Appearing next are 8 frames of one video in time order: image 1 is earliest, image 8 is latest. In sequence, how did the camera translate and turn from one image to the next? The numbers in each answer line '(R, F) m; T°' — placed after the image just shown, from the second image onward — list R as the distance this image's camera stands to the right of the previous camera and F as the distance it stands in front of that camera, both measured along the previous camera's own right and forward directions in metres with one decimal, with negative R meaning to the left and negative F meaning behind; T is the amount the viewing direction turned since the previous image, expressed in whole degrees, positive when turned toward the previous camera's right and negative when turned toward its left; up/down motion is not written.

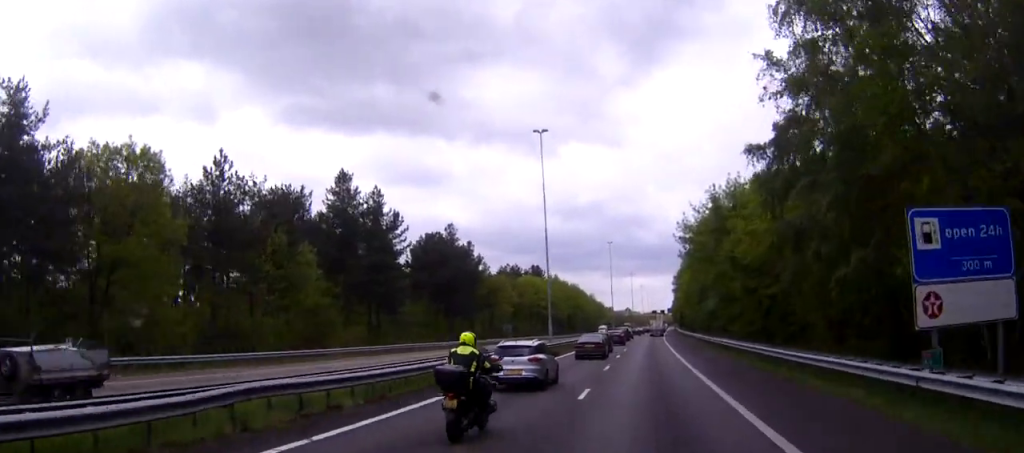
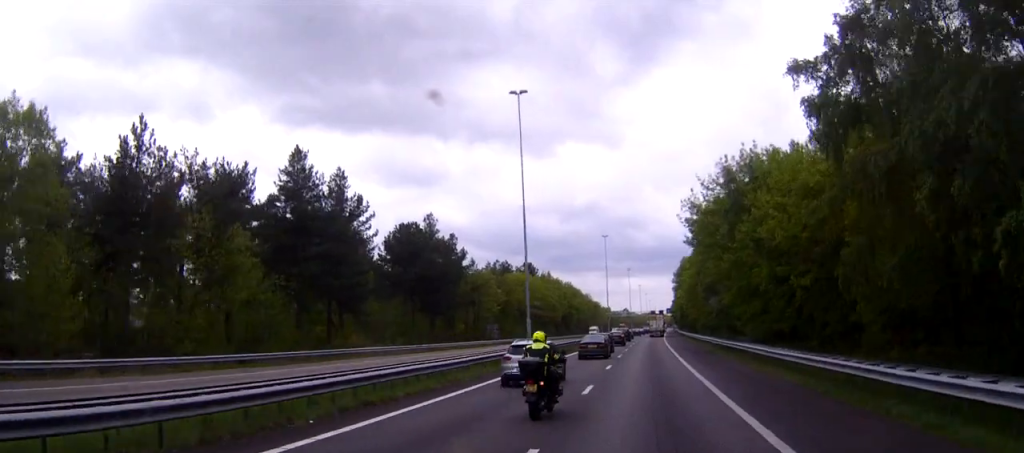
(0.0, +10.4) m; 0°
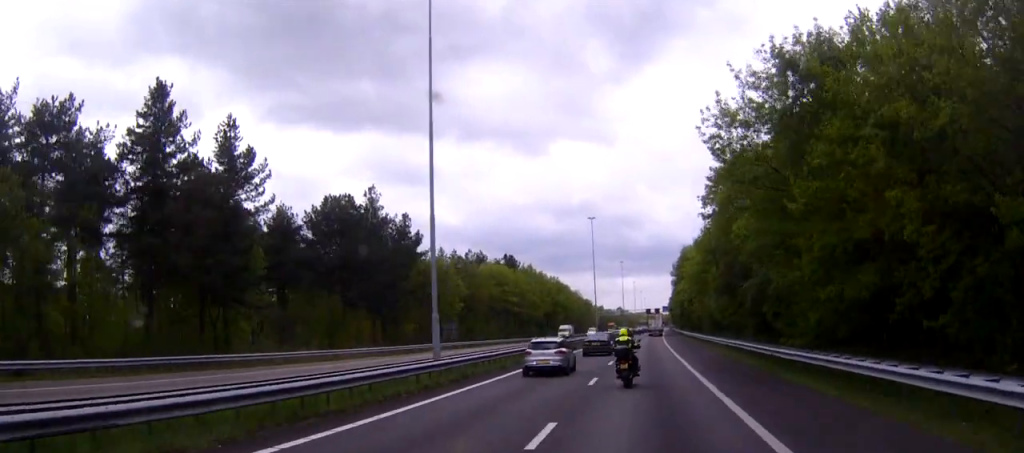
(+0.1, +21.4) m; +1°
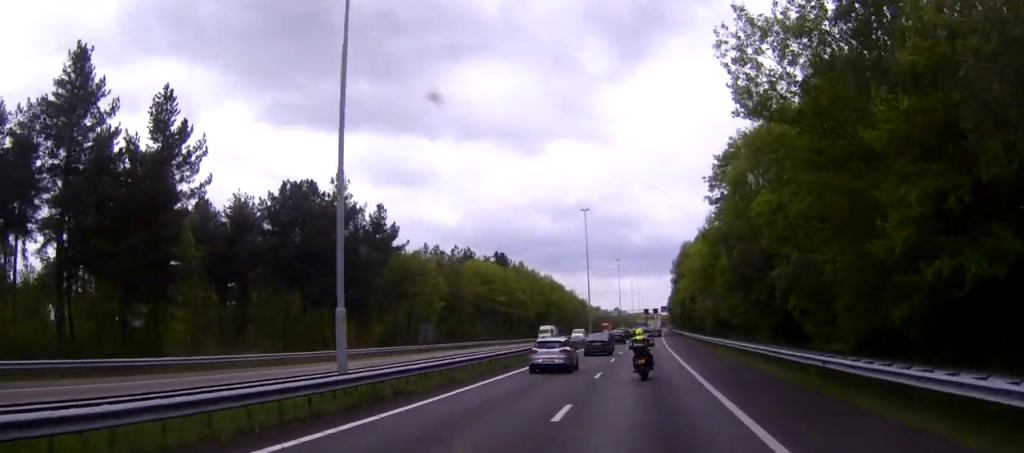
(0.0, +8.8) m; 0°
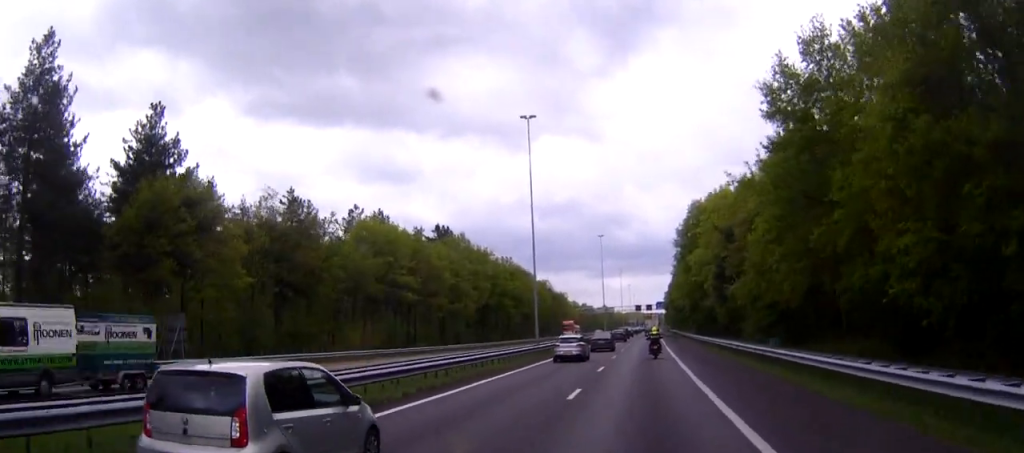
(+0.3, +44.1) m; +1°
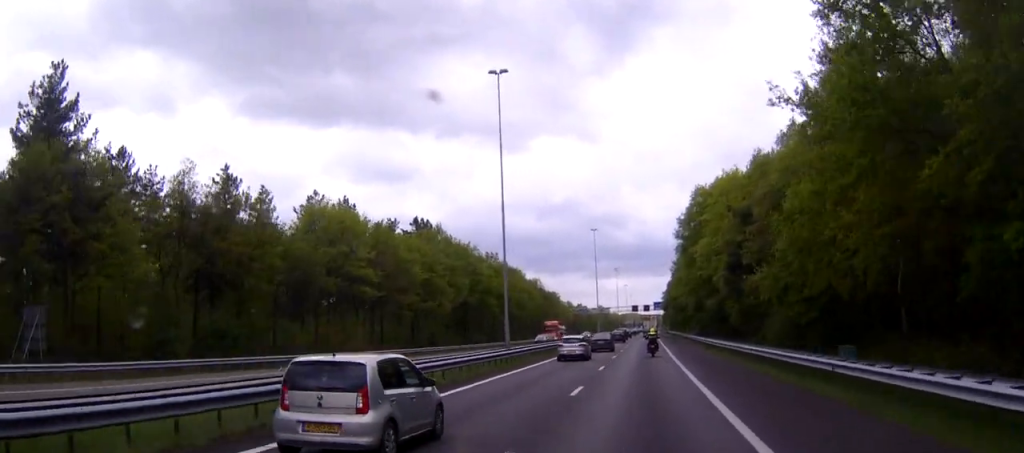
(0.0, +11.1) m; 0°
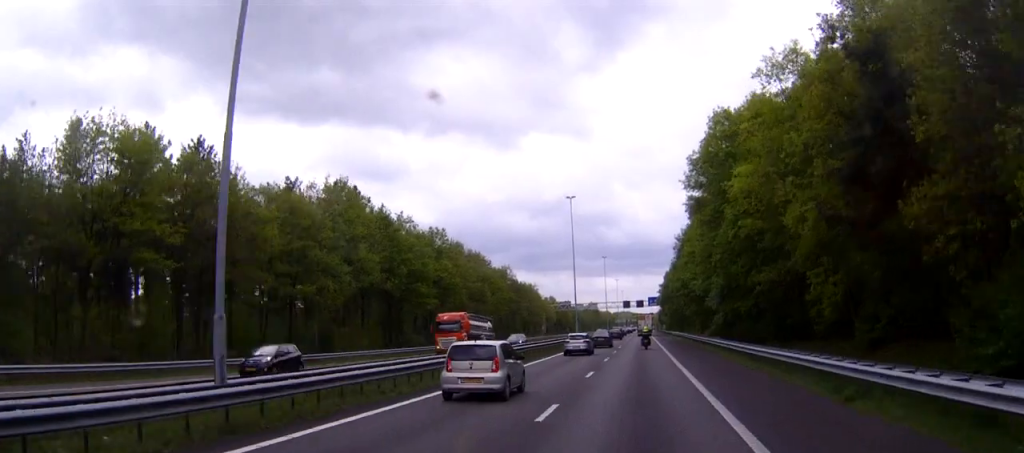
(+0.2, +30.2) m; +1°
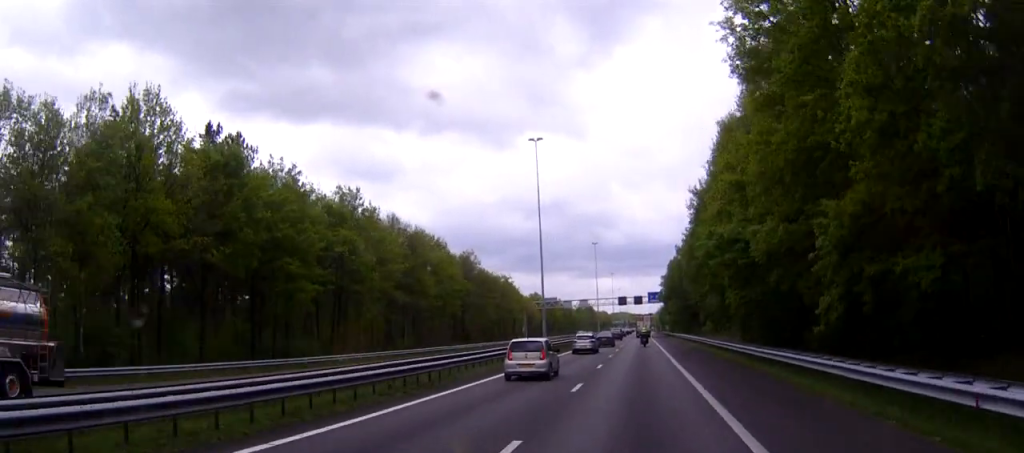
(0.0, +29.6) m; 0°
